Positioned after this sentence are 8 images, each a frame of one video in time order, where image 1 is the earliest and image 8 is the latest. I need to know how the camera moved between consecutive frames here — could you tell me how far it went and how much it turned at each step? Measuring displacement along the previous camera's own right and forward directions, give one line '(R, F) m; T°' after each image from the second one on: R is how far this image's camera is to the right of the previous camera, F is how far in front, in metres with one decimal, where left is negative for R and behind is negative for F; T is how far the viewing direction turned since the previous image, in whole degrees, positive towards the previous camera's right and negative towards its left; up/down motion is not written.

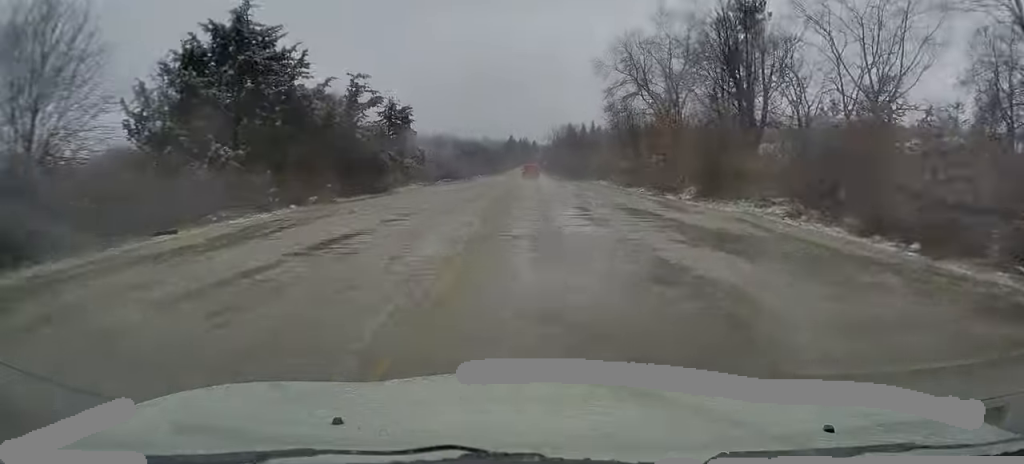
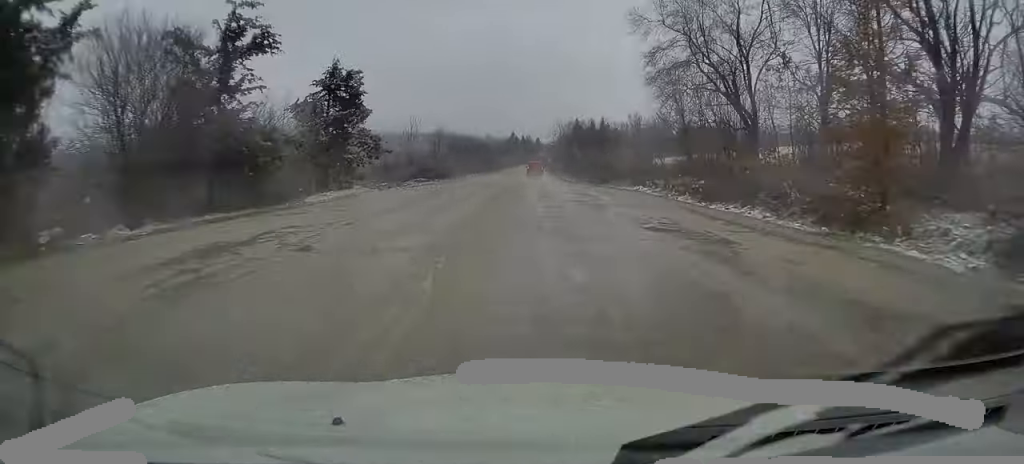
(+0.2, +20.1) m; +1°
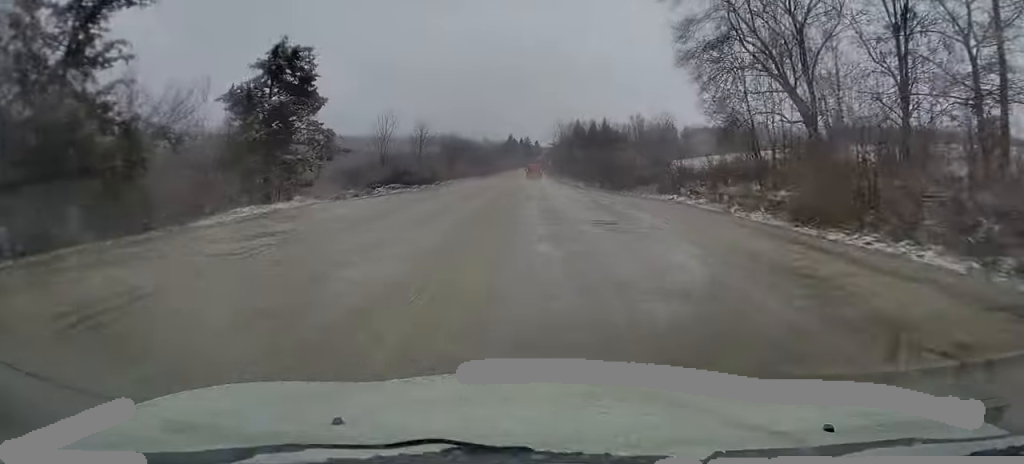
(+0.1, +9.7) m; 0°
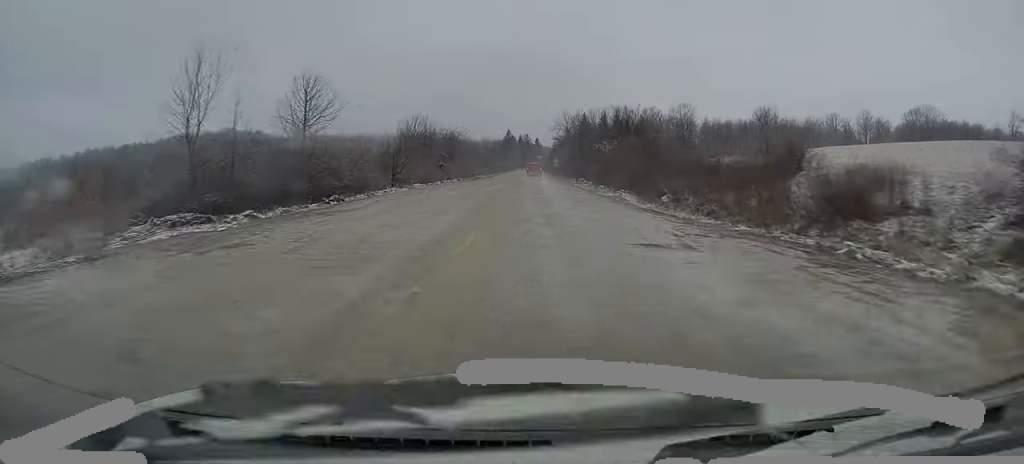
(-0.1, +27.8) m; 0°
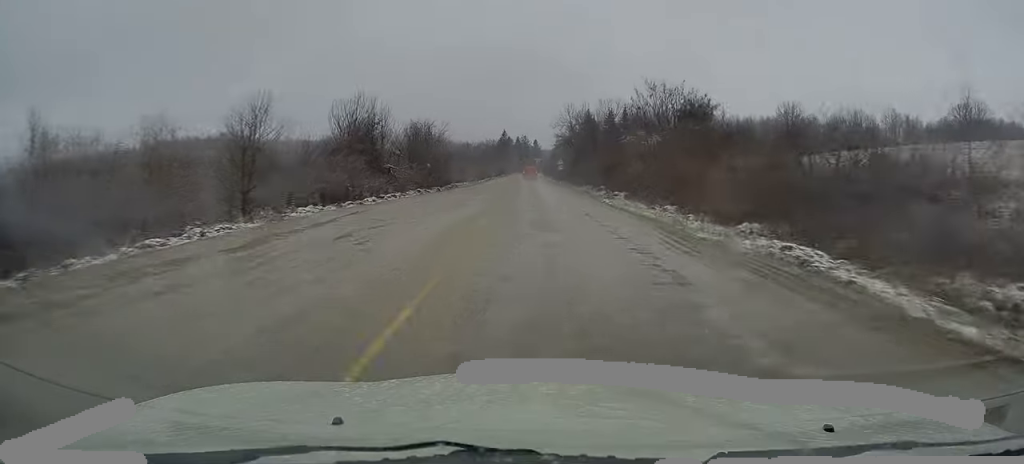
(+0.2, +21.6) m; 0°
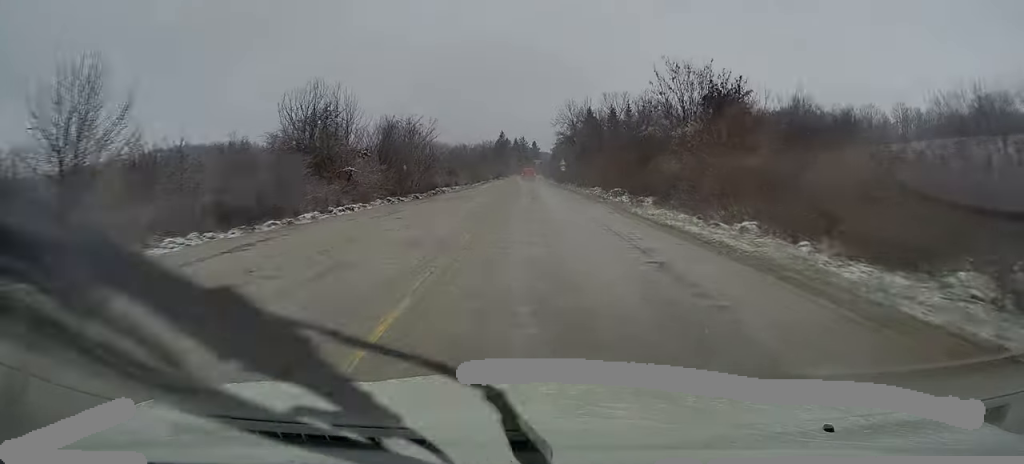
(-0.1, +8.4) m; 0°
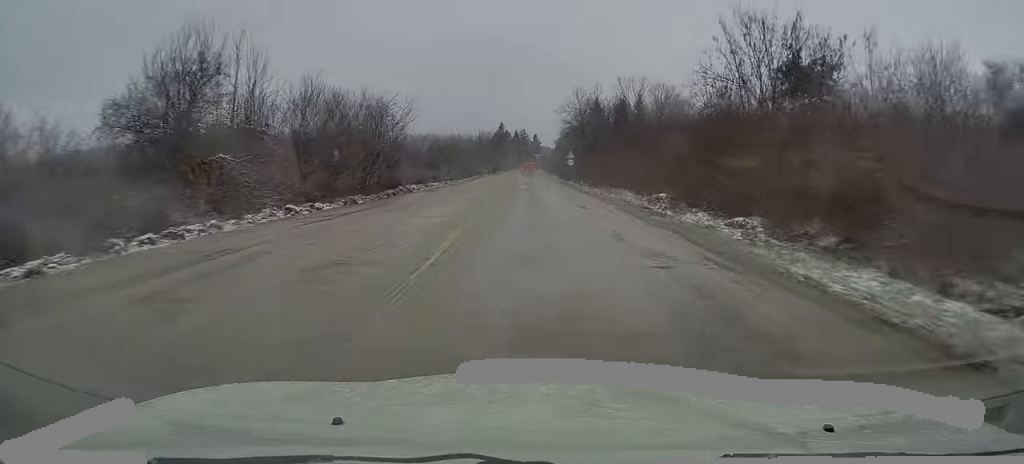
(+0.1, +13.3) m; 0°
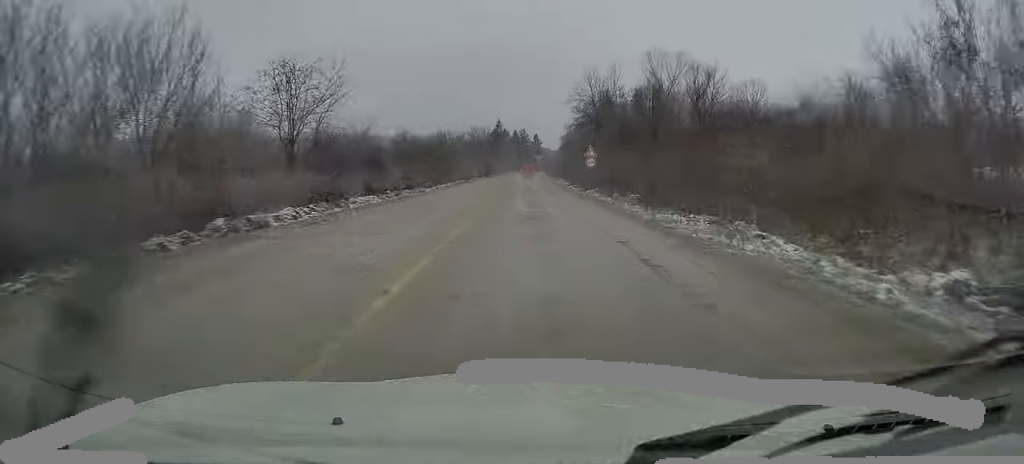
(0.0, +19.4) m; 0°
